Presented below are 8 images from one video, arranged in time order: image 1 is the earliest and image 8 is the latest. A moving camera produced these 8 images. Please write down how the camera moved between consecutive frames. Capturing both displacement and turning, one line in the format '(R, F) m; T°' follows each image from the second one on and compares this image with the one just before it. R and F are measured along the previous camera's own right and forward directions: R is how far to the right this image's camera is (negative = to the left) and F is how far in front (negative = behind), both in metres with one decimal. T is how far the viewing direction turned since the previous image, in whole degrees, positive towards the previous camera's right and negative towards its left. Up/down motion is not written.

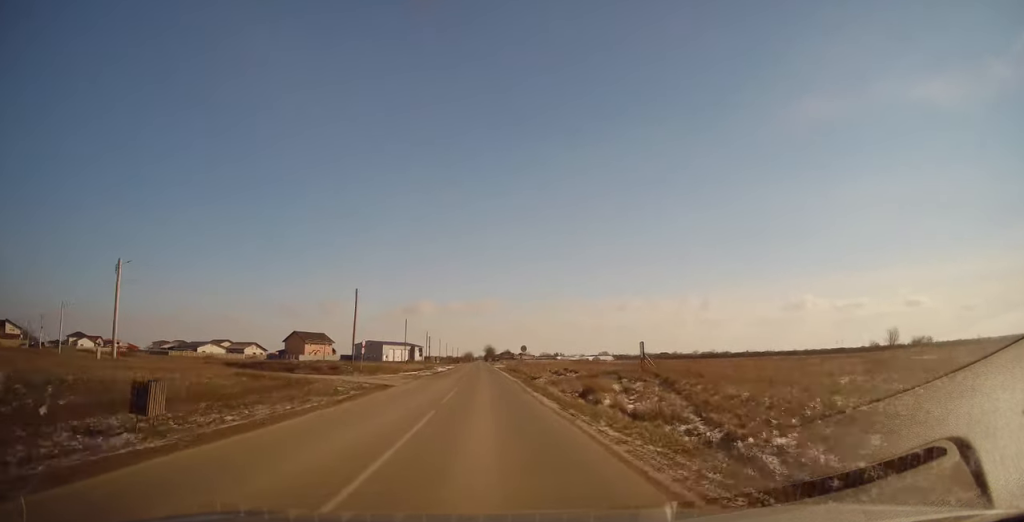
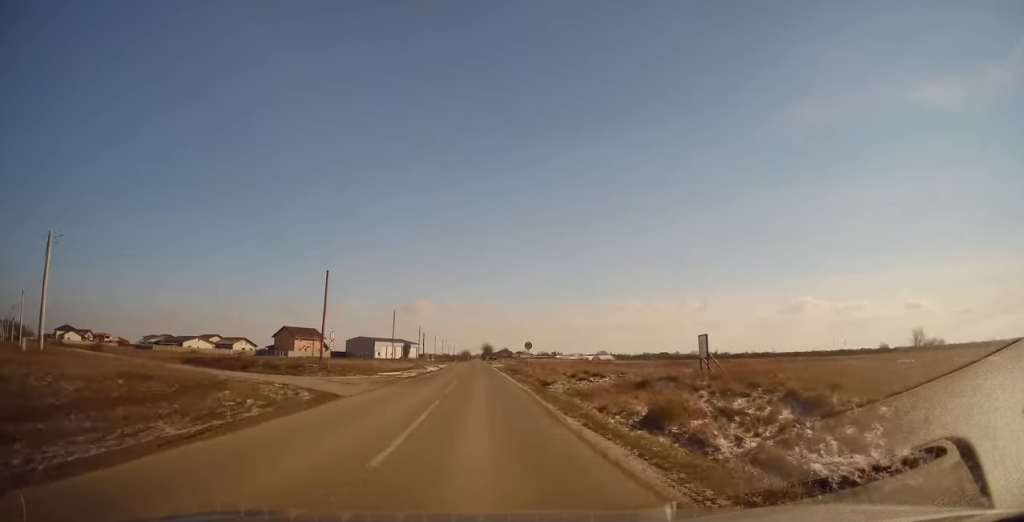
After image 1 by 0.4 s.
(+0.2, +8.6) m; 0°
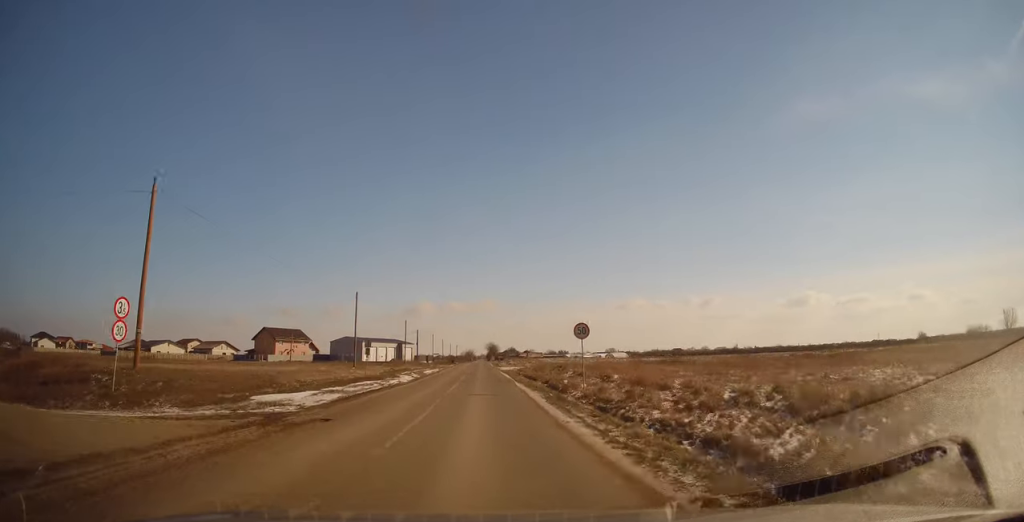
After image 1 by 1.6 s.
(-0.2, +22.8) m; -1°
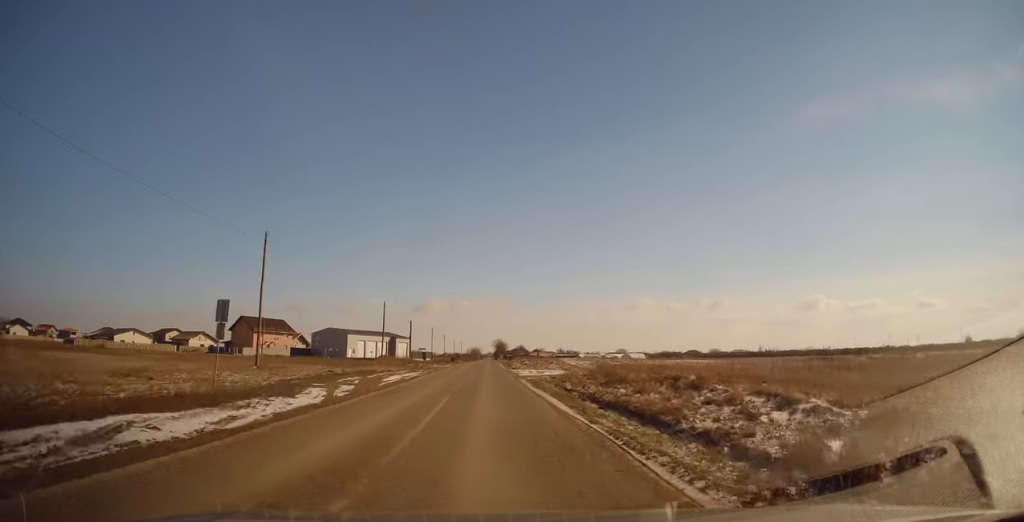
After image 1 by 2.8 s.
(0.0, +22.8) m; 0°
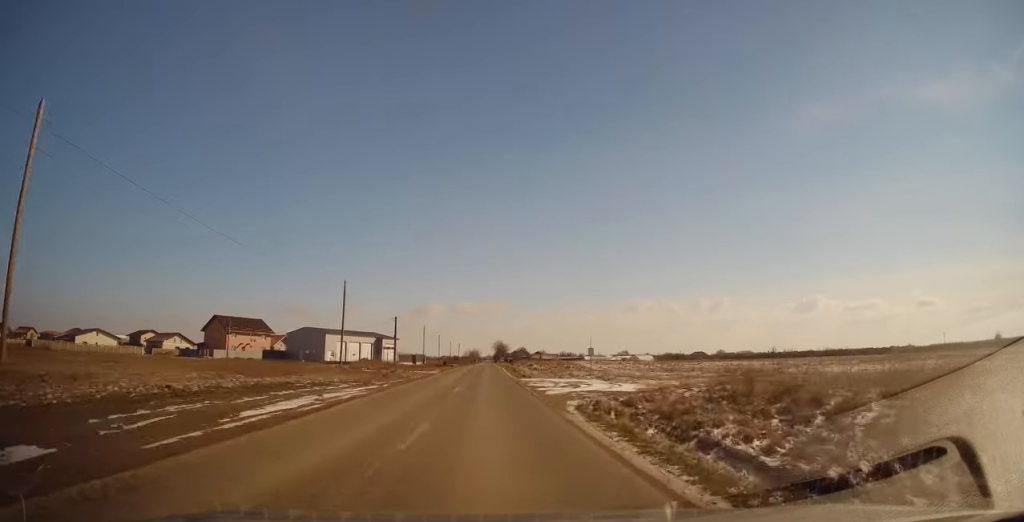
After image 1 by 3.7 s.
(+0.1, +16.1) m; 0°
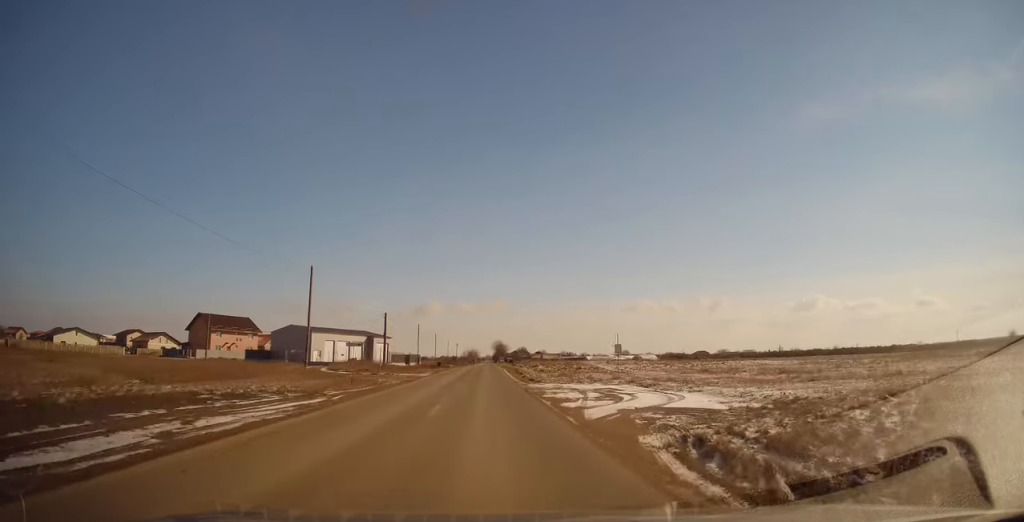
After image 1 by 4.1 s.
(0.0, +7.9) m; -1°
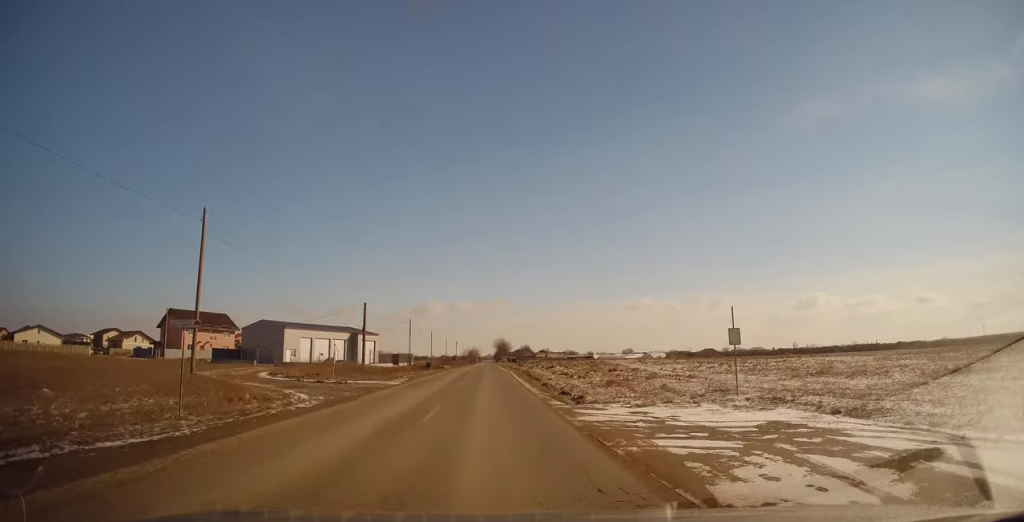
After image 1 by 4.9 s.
(-0.1, +14.0) m; -1°
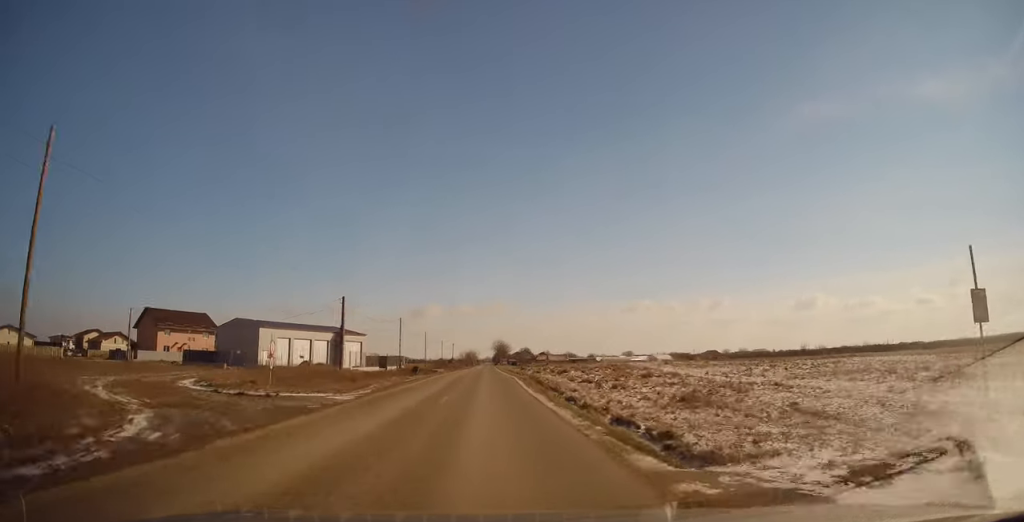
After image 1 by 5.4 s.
(-0.3, +9.0) m; 0°
